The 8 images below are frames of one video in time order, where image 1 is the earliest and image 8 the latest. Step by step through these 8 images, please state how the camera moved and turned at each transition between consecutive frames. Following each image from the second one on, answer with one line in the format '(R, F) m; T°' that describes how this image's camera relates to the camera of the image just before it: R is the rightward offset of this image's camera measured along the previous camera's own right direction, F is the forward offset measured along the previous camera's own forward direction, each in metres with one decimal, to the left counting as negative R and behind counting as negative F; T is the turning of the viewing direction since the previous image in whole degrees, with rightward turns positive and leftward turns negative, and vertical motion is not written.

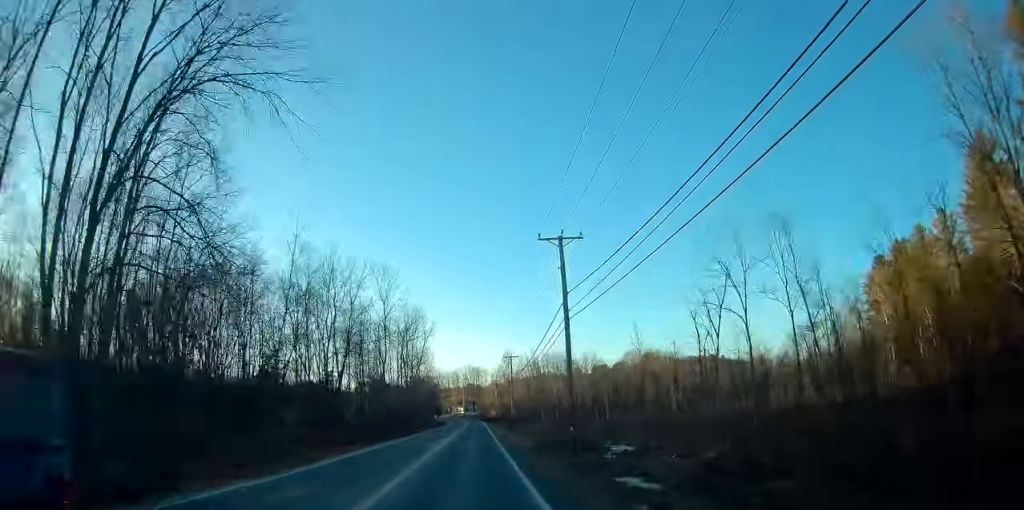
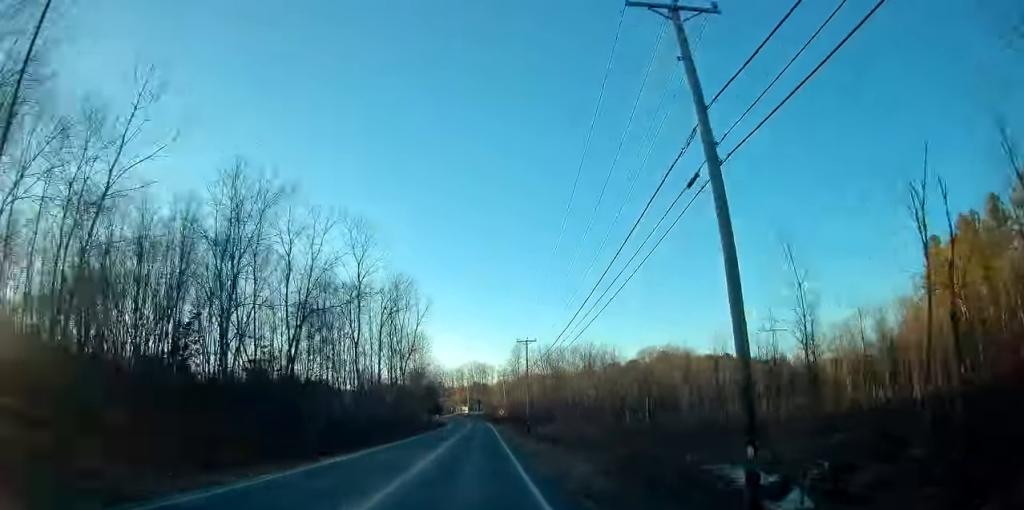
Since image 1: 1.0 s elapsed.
(+0.4, +19.7) m; +1°
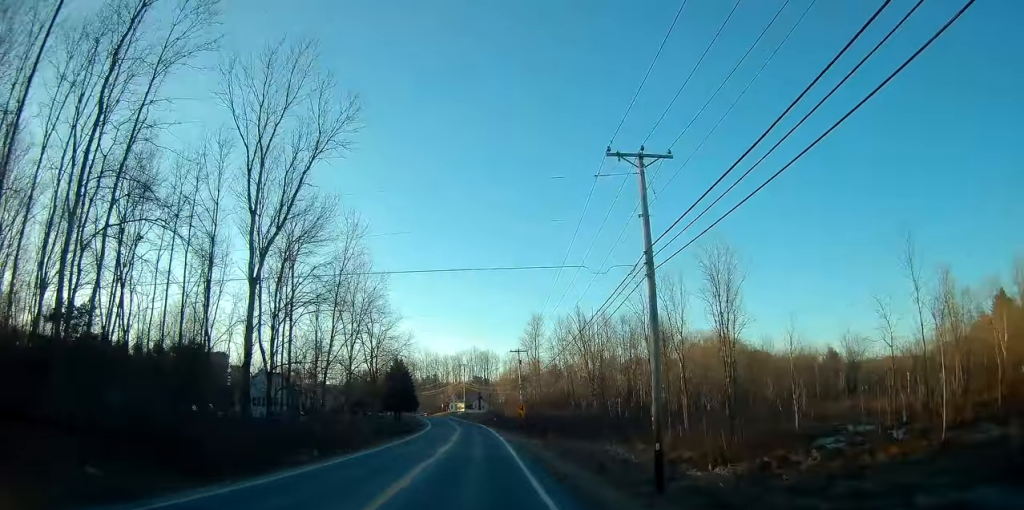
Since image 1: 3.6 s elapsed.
(-0.8, +51.7) m; -1°
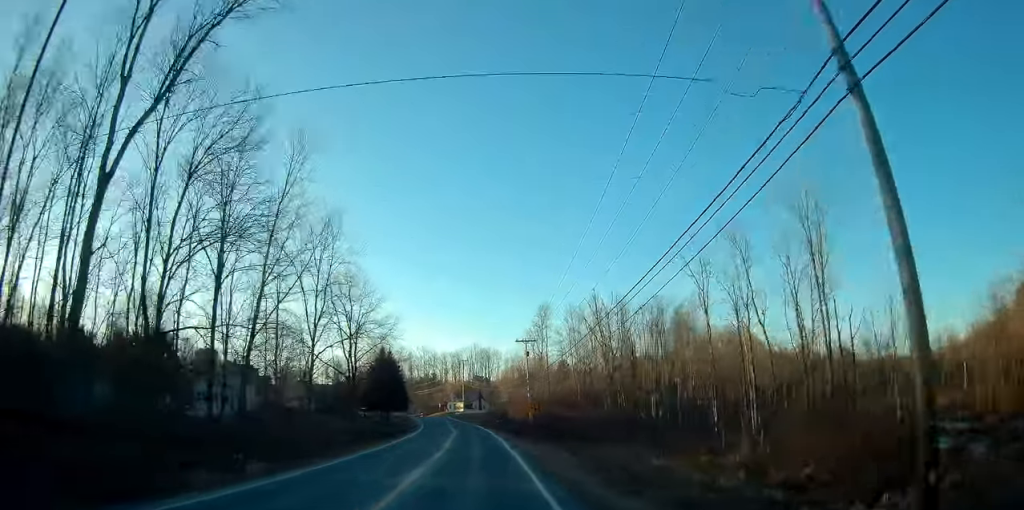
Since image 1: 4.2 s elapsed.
(0.0, +12.3) m; 0°
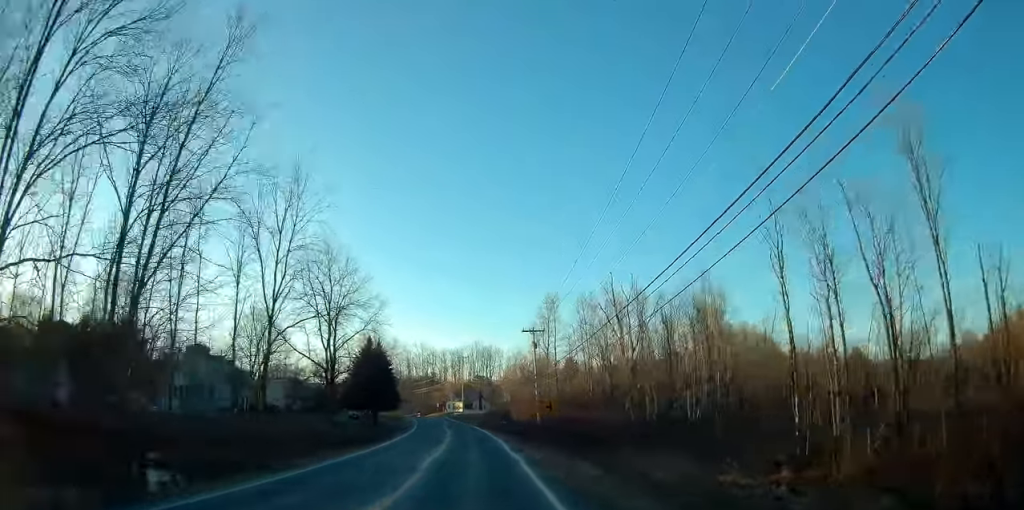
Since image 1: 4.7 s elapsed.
(+0.2, +8.9) m; 0°
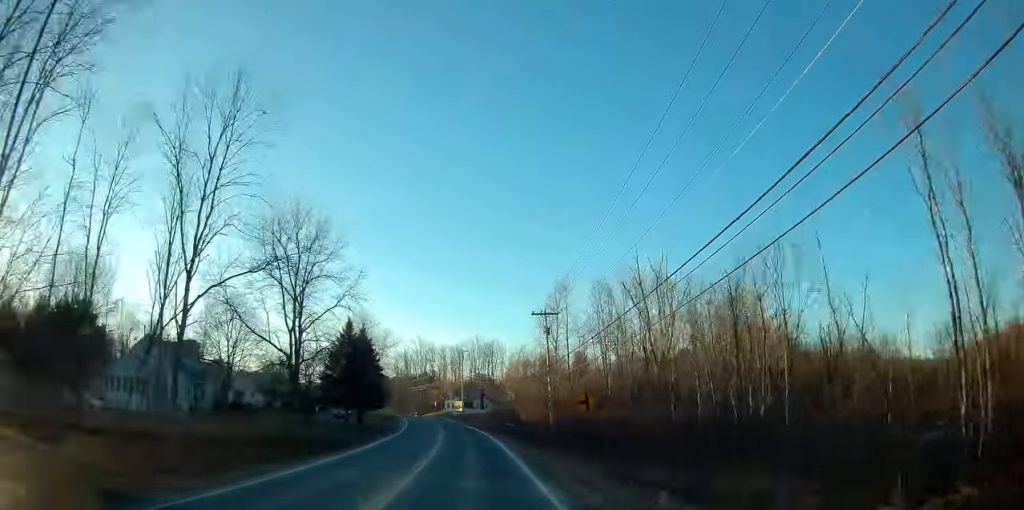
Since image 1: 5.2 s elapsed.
(0.0, +10.2) m; -1°
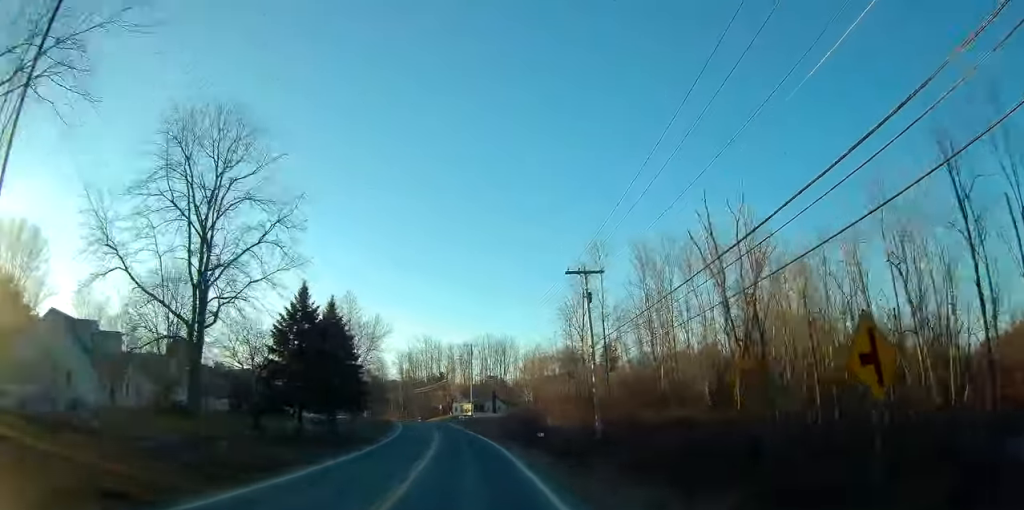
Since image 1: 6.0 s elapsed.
(-0.3, +16.0) m; -2°
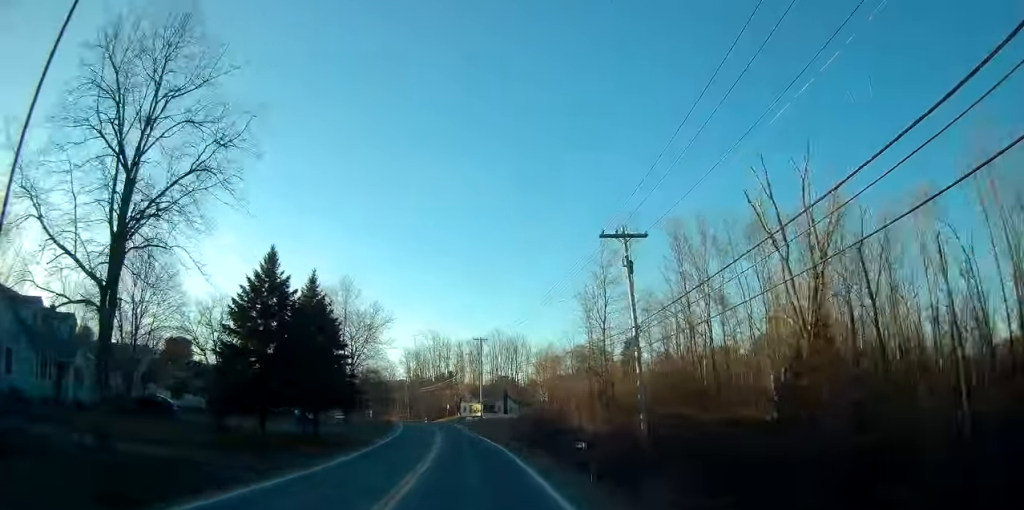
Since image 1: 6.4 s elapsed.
(-0.1, +7.7) m; 0°
